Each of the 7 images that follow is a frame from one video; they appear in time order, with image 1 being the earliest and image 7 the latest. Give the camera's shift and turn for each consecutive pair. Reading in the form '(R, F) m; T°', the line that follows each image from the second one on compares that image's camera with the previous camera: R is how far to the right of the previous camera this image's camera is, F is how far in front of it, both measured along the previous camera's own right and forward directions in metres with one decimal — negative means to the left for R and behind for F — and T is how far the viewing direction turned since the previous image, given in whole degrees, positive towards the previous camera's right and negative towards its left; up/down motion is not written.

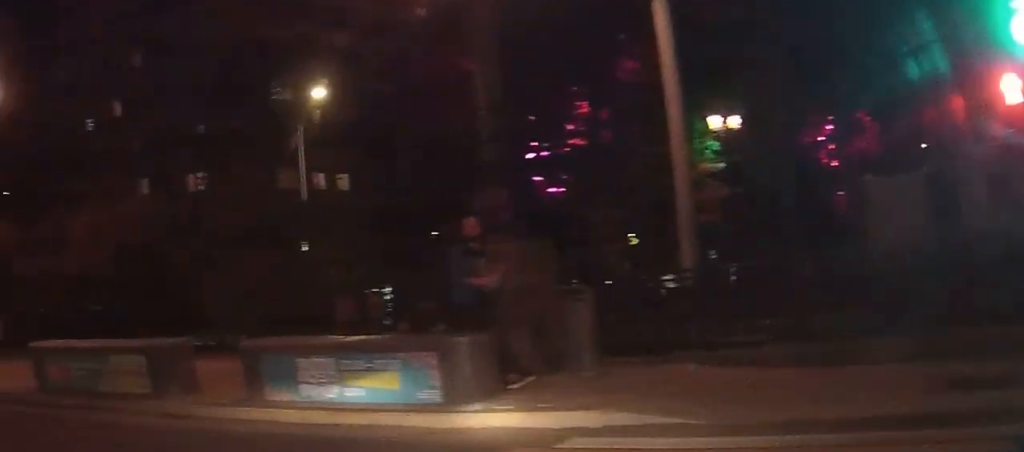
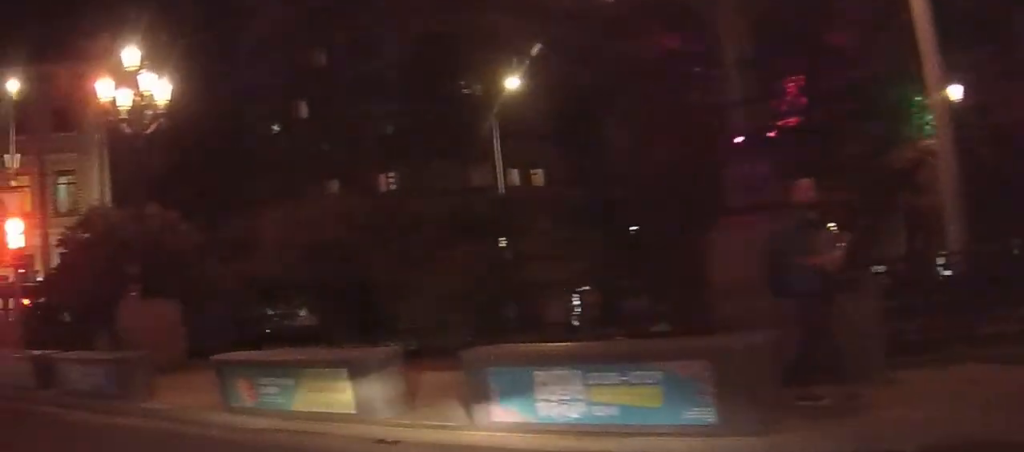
(-0.2, +2.1) m; -7°
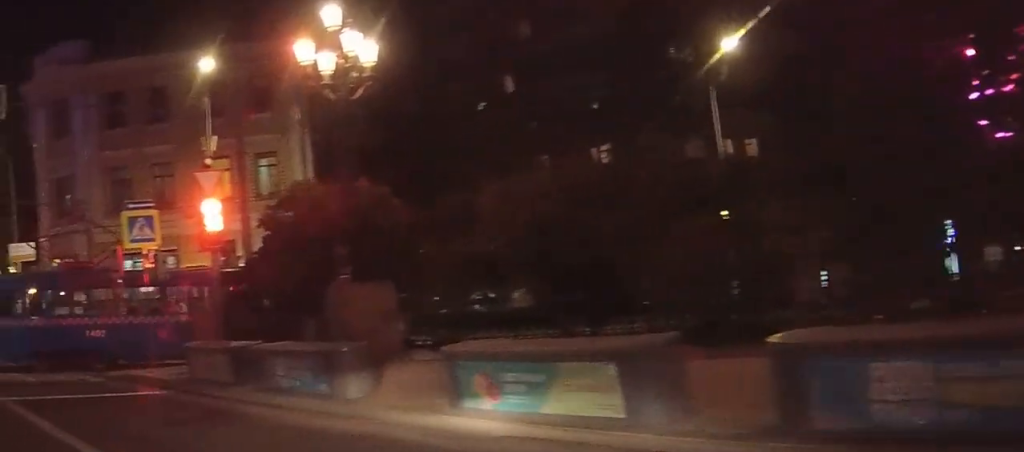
(-0.2, +2.4) m; -5°
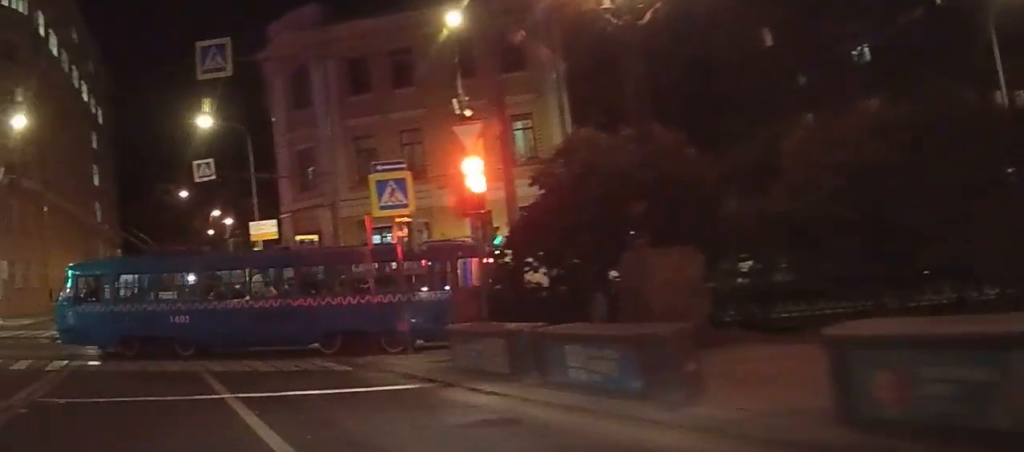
(-0.1, +3.7) m; -11°
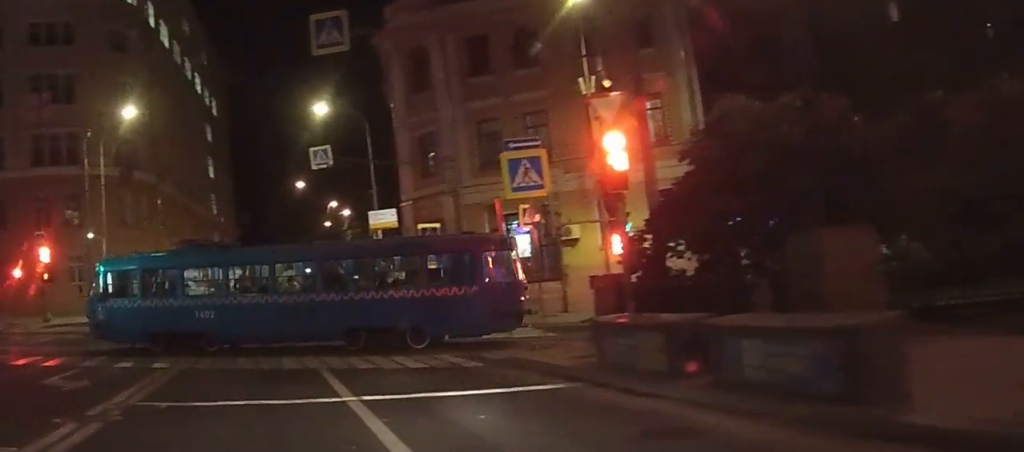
(-0.3, +1.8) m; -10°
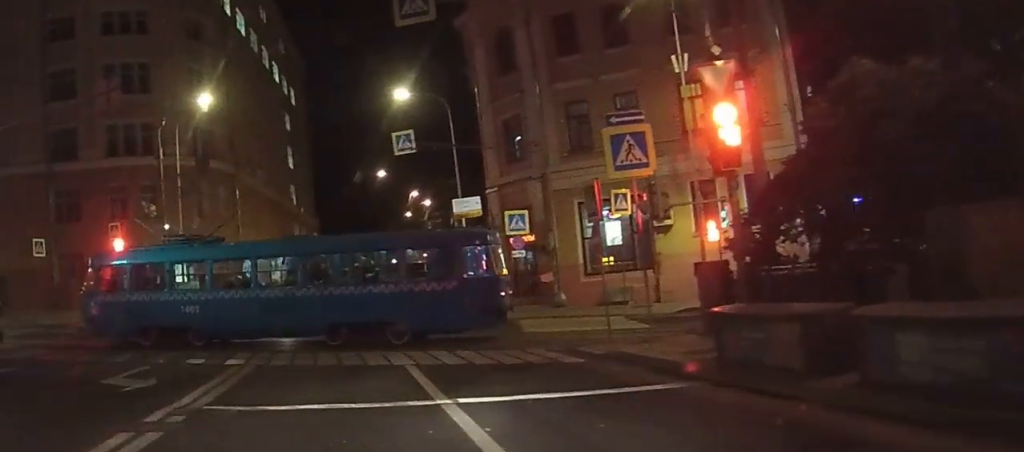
(-0.1, +1.8) m; -10°
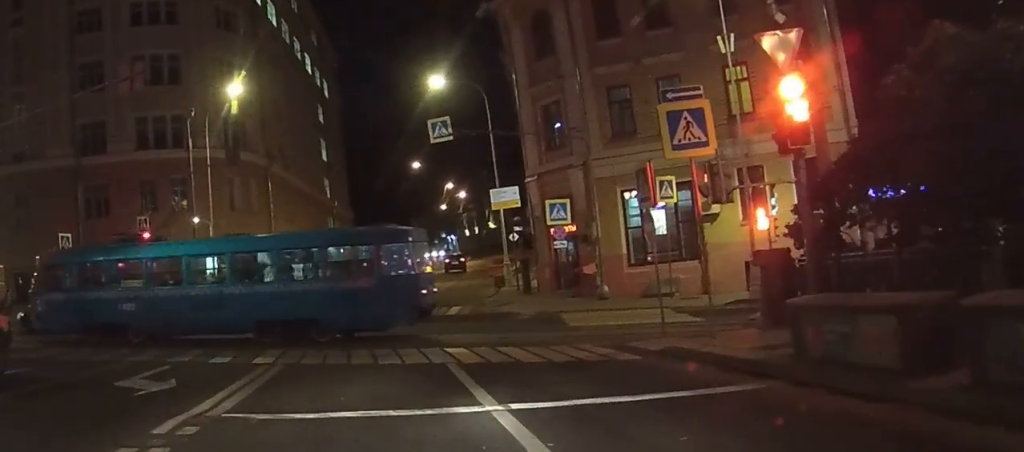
(-0.2, +1.6) m; -2°
